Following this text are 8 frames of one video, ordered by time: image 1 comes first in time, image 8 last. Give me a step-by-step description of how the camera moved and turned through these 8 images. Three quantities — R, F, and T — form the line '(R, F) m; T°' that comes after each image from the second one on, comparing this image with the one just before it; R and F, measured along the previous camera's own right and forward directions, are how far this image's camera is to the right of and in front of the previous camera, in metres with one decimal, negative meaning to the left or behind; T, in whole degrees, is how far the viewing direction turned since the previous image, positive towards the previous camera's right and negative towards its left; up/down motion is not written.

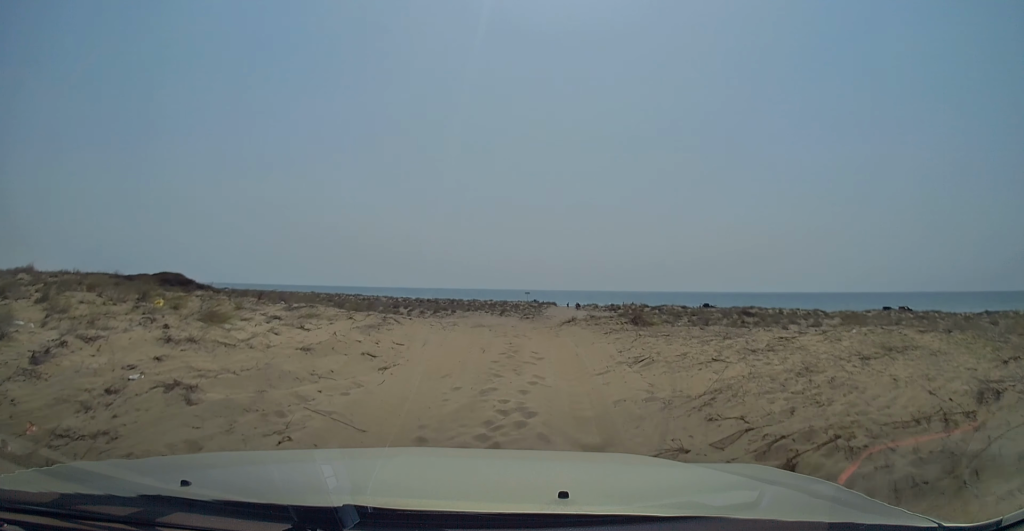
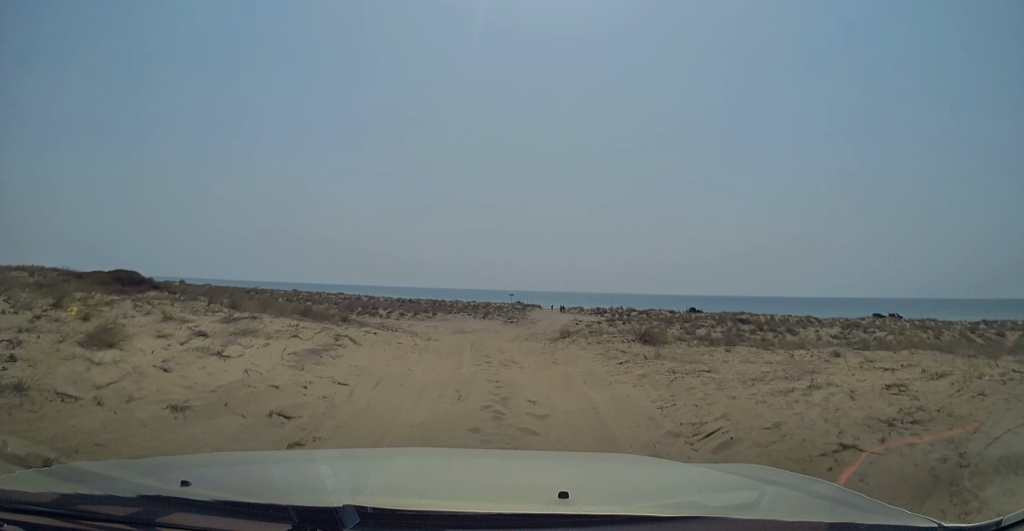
(0.0, +3.0) m; -1°
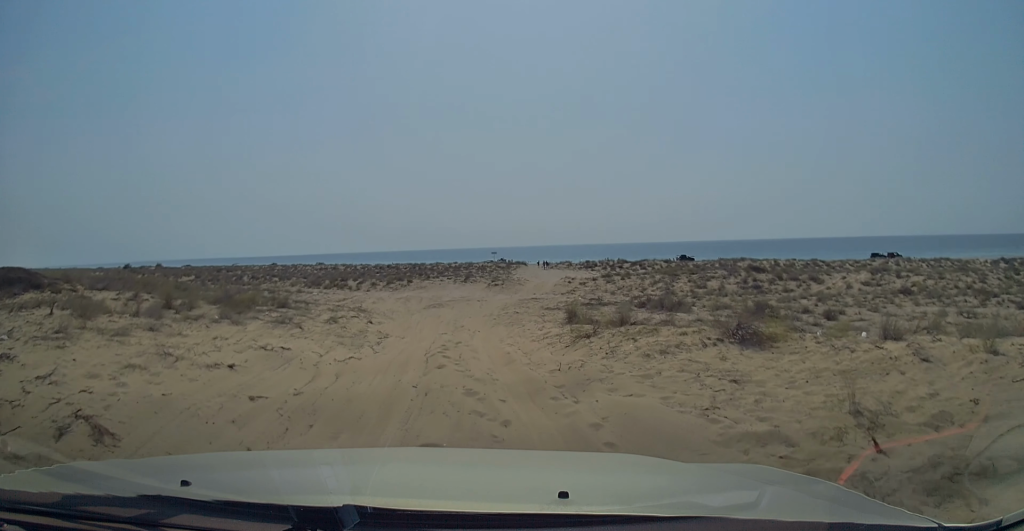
(-0.2, +7.7) m; -2°
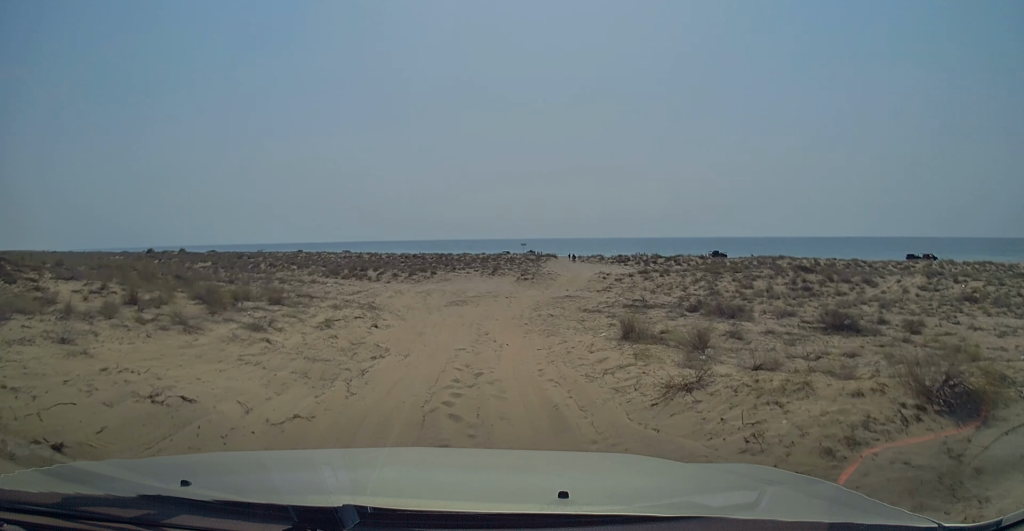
(0.0, +4.2) m; -1°
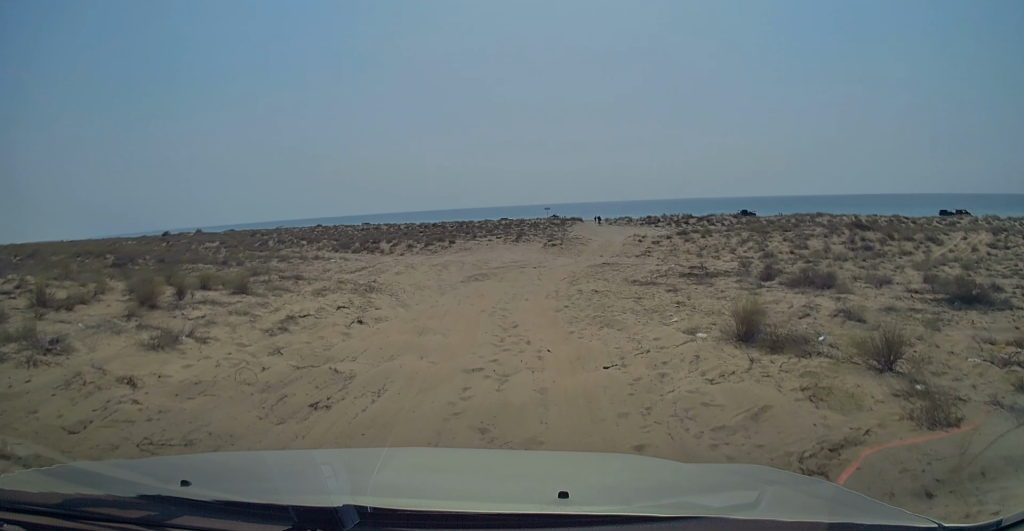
(+0.2, +5.2) m; +3°
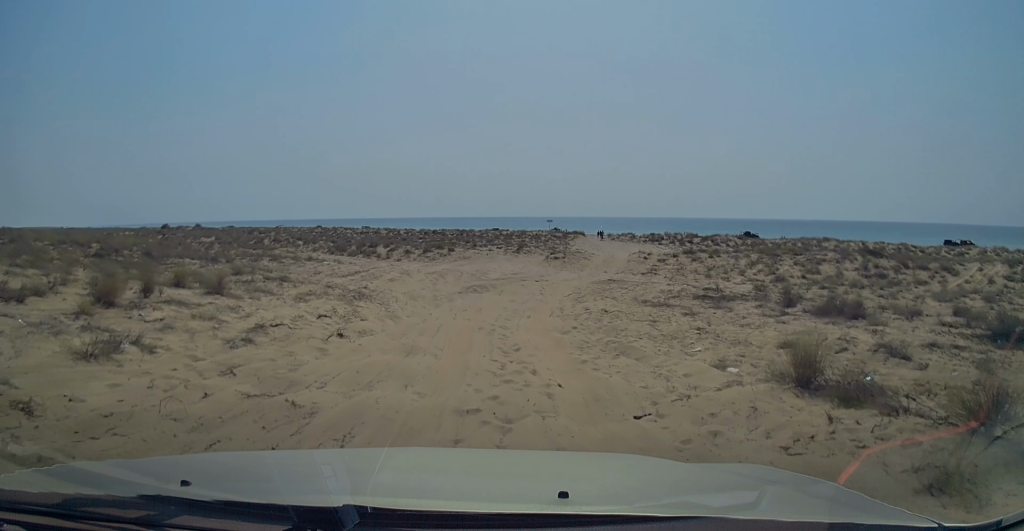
(+0.1, +1.8) m; 0°
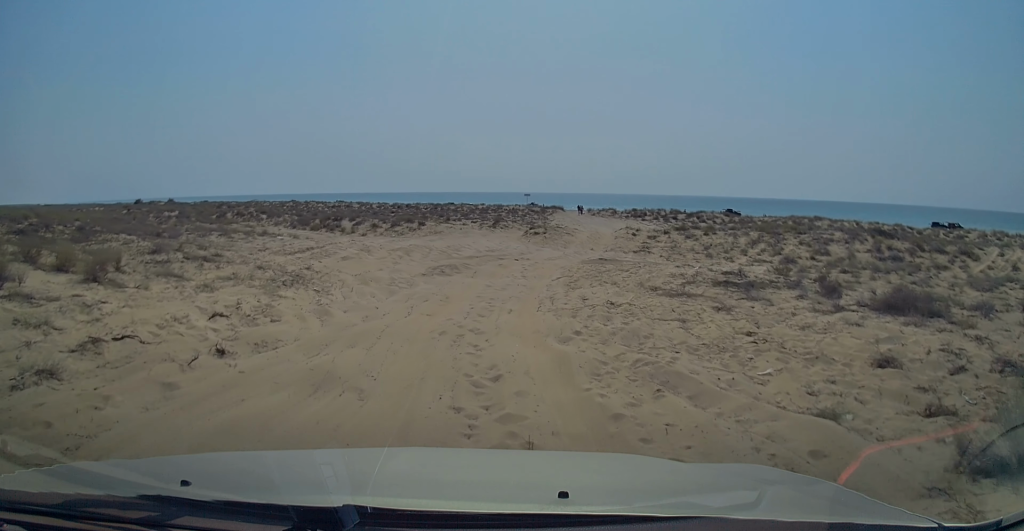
(-0.3, +4.3) m; -1°
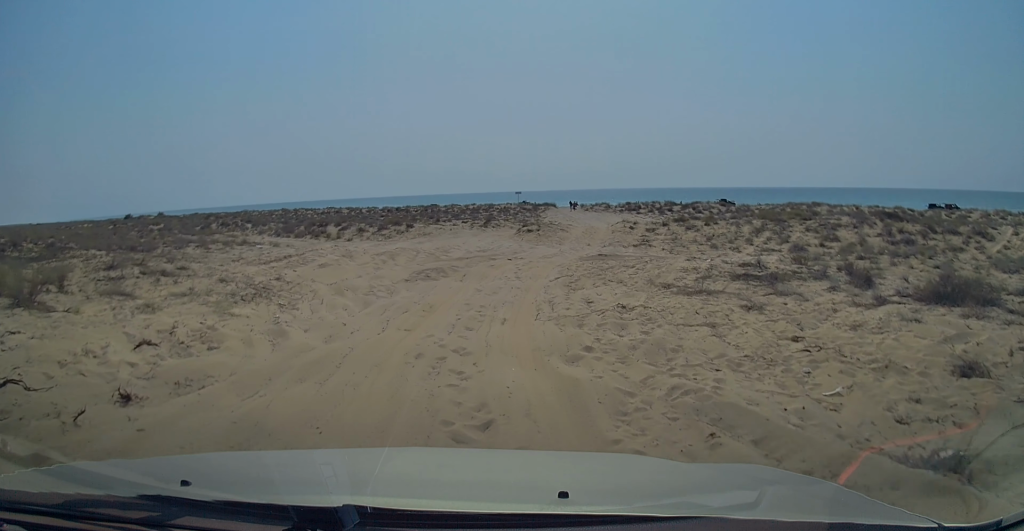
(+0.2, +1.9) m; -1°
